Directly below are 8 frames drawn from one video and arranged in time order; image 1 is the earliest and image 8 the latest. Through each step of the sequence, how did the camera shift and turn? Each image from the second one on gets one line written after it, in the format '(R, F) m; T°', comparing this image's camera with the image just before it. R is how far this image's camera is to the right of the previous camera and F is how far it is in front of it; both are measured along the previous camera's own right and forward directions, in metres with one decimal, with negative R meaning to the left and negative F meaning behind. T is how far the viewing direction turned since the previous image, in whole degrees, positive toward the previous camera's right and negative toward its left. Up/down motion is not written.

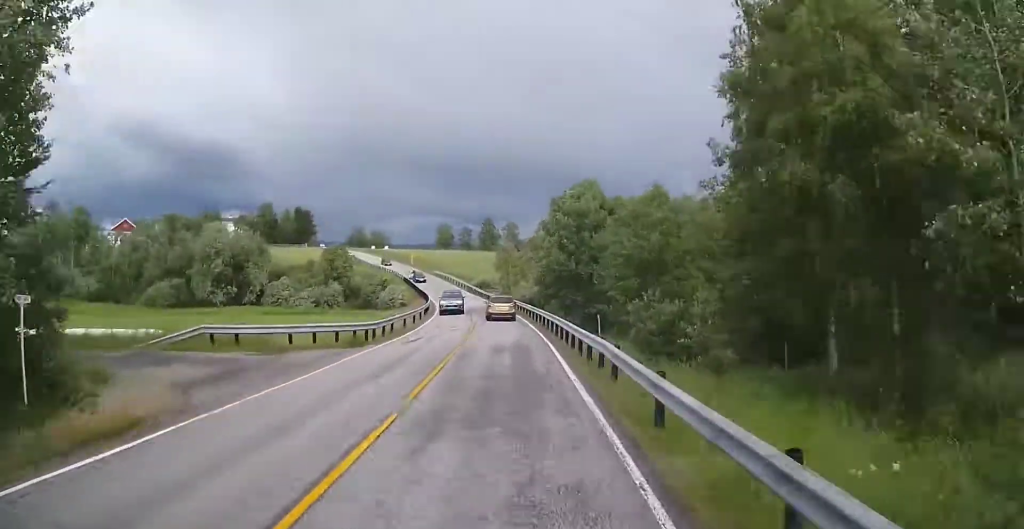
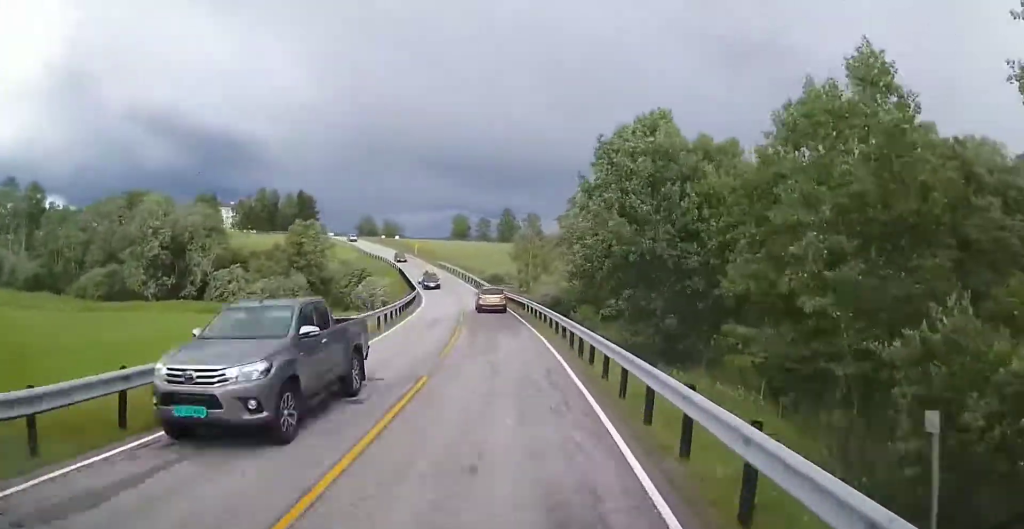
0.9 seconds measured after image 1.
(-0.1, +18.3) m; -1°
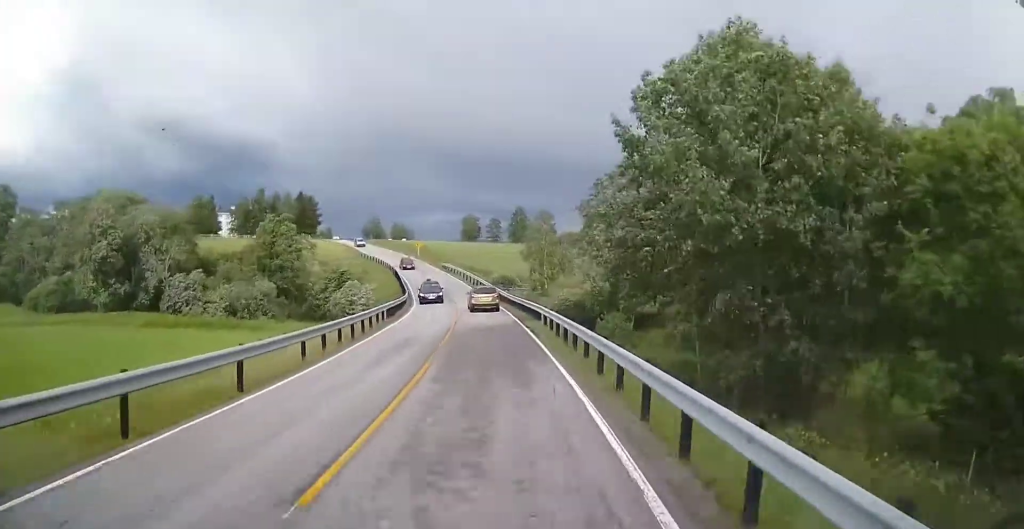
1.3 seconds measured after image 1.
(-0.1, +9.9) m; -1°
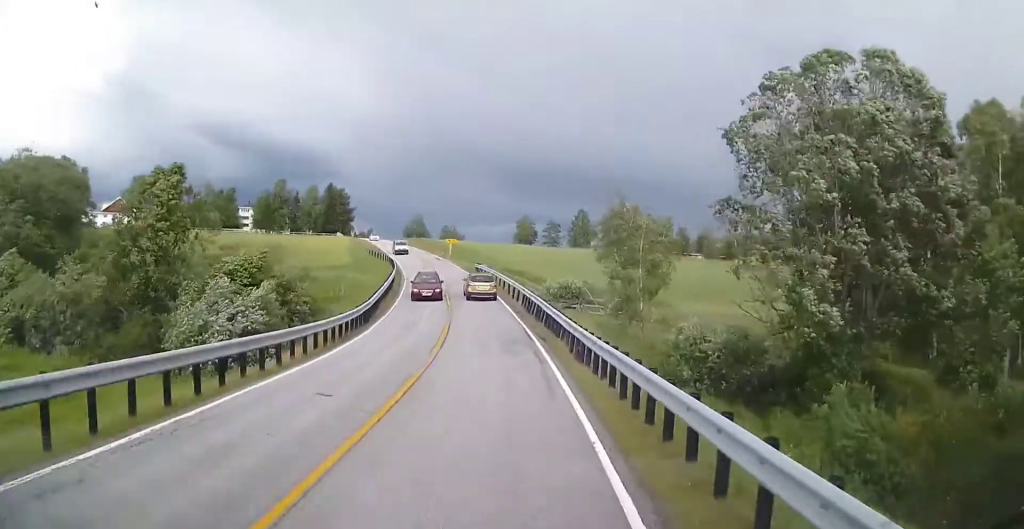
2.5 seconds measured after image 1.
(-0.6, +25.5) m; -3°
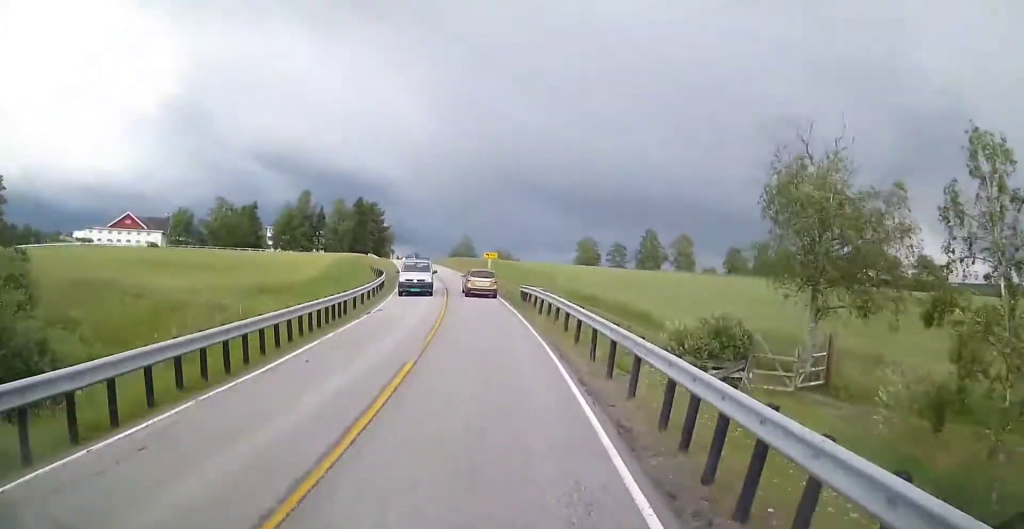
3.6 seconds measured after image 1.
(-0.7, +23.6) m; -5°
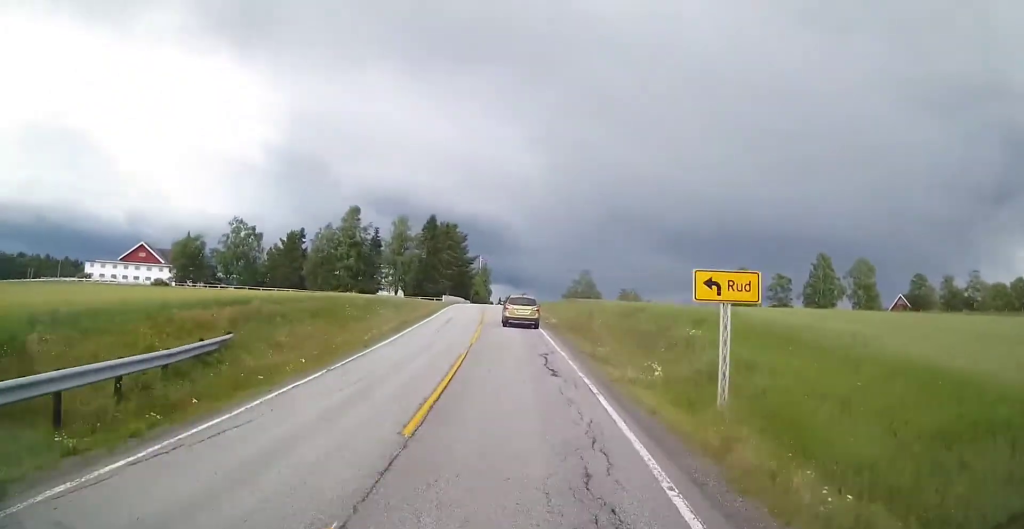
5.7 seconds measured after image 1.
(-4.1, +44.0) m; -10°
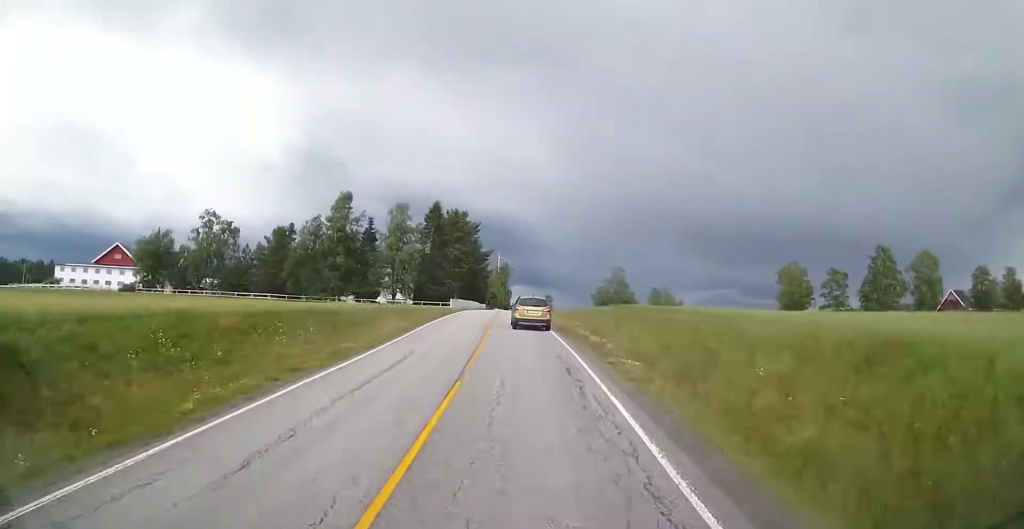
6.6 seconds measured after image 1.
(-0.4, +17.3) m; -2°
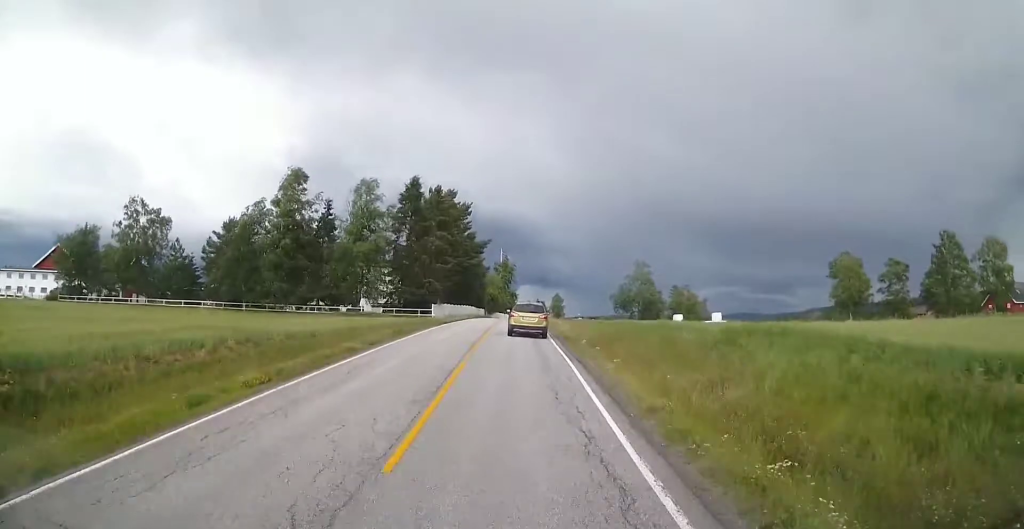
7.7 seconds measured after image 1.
(-0.4, +20.5) m; -2°
